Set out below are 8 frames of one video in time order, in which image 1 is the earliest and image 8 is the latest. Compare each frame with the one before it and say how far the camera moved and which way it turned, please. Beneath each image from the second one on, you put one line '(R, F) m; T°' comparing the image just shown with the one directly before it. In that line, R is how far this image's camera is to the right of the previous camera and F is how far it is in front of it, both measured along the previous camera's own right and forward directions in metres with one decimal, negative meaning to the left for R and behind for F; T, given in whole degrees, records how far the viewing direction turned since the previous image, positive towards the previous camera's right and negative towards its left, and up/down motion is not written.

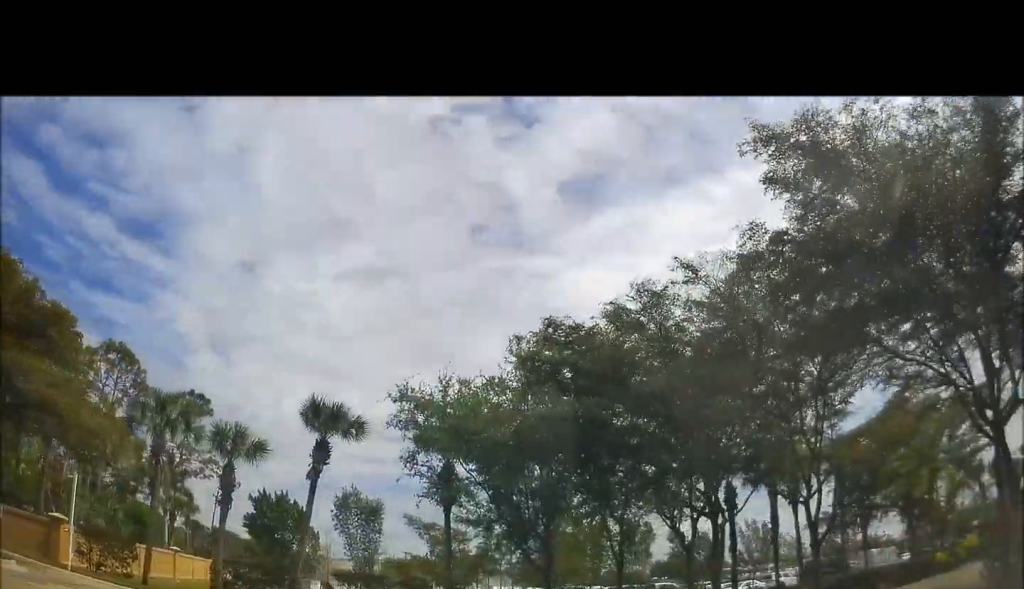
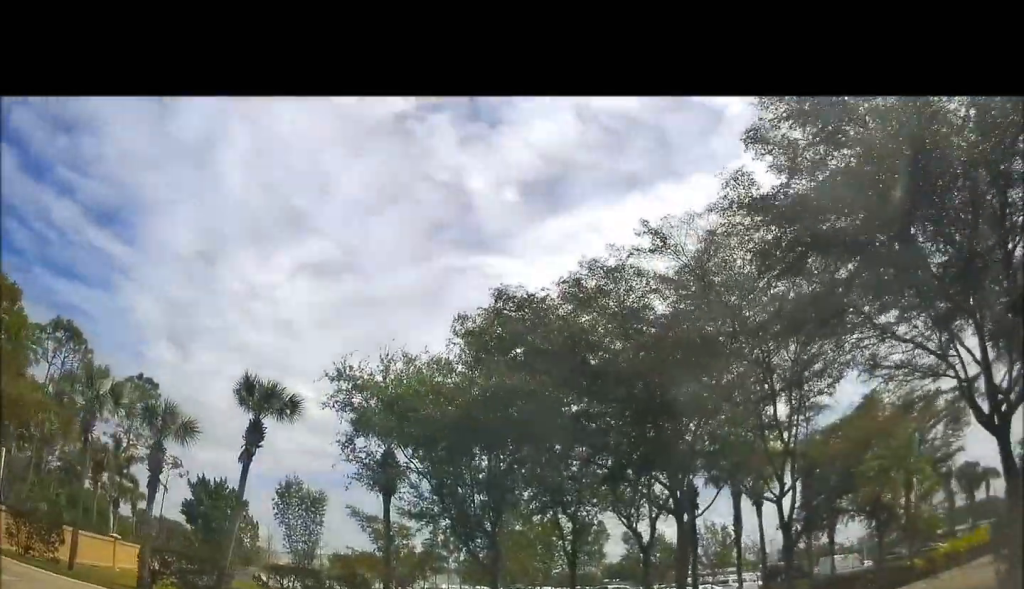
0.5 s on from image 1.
(+0.2, +1.9) m; +4°
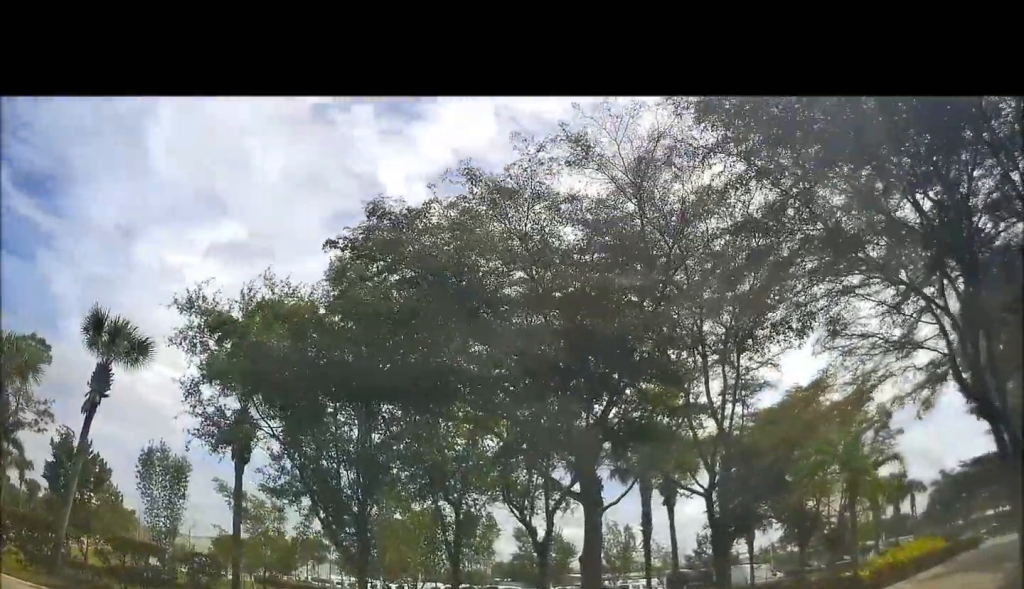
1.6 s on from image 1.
(+0.1, +4.1) m; +19°
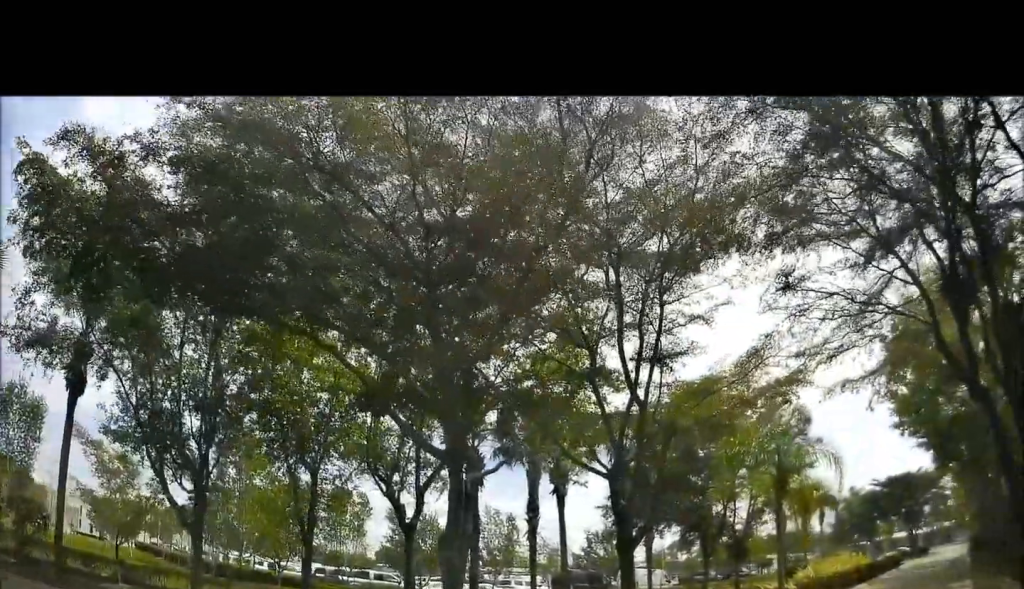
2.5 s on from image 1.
(+1.0, +2.8) m; +24°
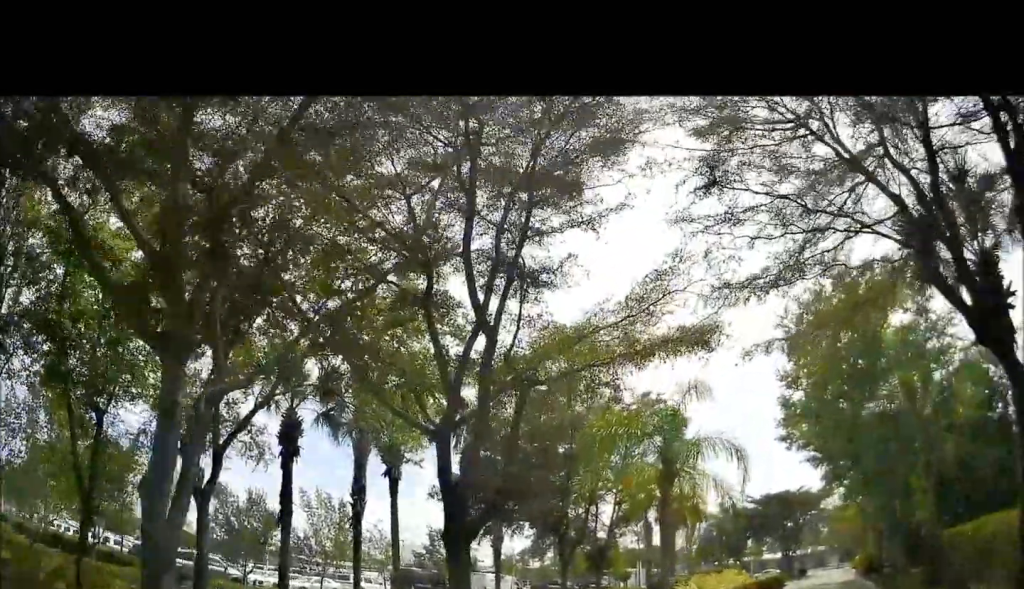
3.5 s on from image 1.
(+0.4, +3.2) m; +7°
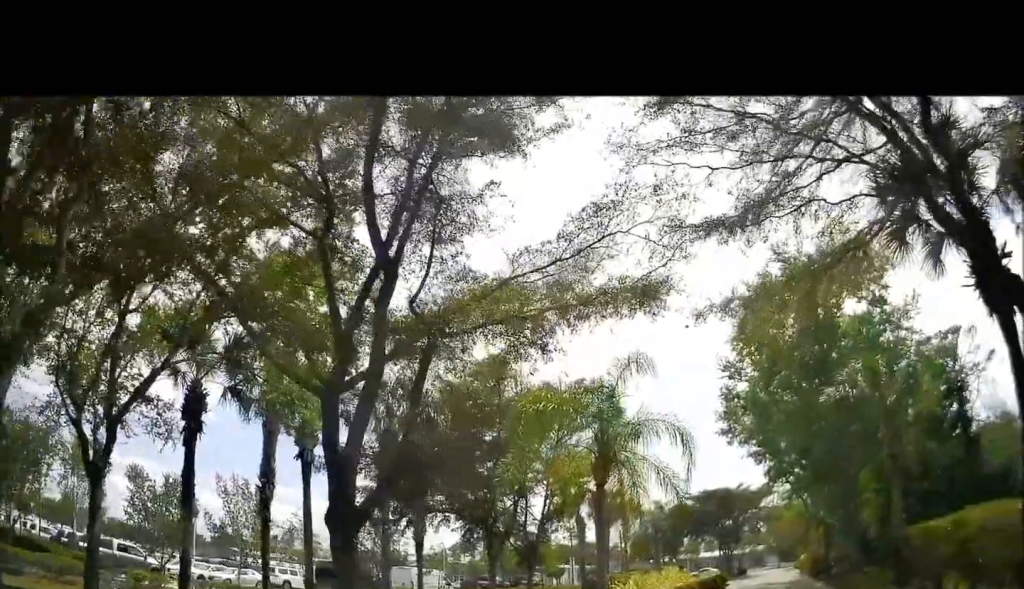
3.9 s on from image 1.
(0.0, +1.3) m; 0°
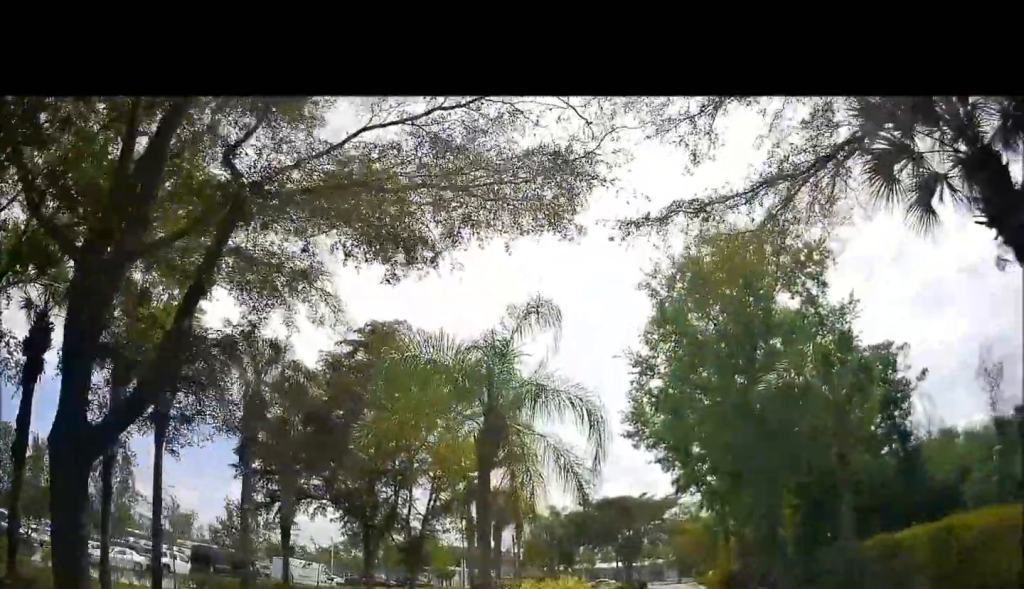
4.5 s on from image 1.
(0.0, +2.3) m; 0°
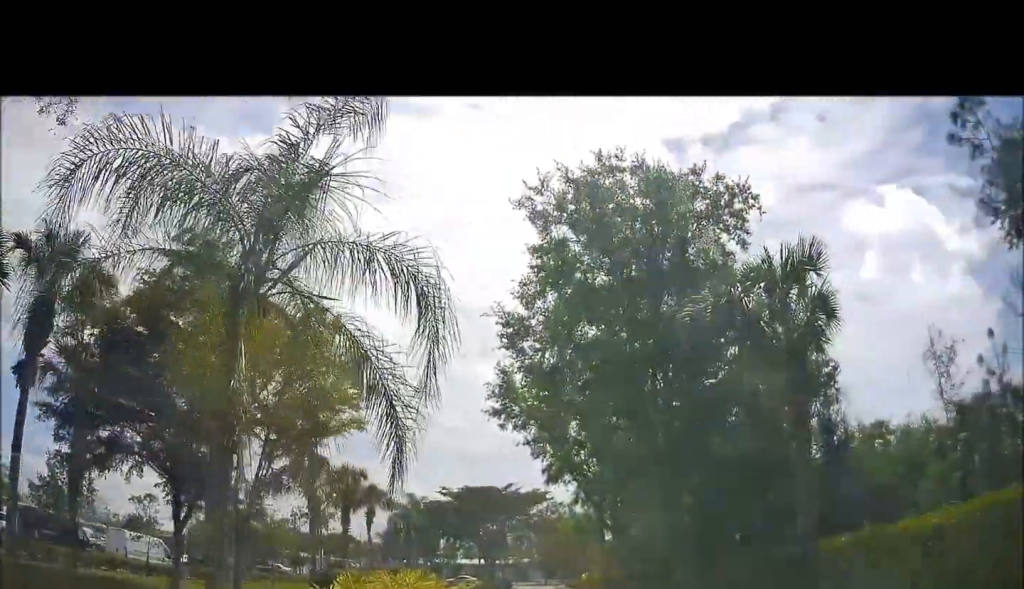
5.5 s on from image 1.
(0.0, +3.6) m; 0°
